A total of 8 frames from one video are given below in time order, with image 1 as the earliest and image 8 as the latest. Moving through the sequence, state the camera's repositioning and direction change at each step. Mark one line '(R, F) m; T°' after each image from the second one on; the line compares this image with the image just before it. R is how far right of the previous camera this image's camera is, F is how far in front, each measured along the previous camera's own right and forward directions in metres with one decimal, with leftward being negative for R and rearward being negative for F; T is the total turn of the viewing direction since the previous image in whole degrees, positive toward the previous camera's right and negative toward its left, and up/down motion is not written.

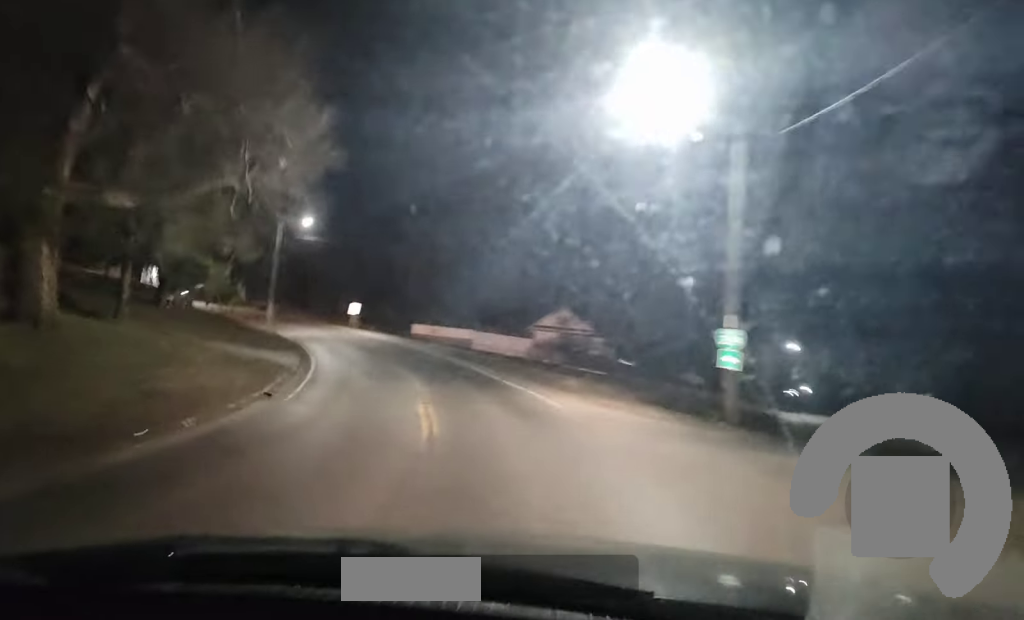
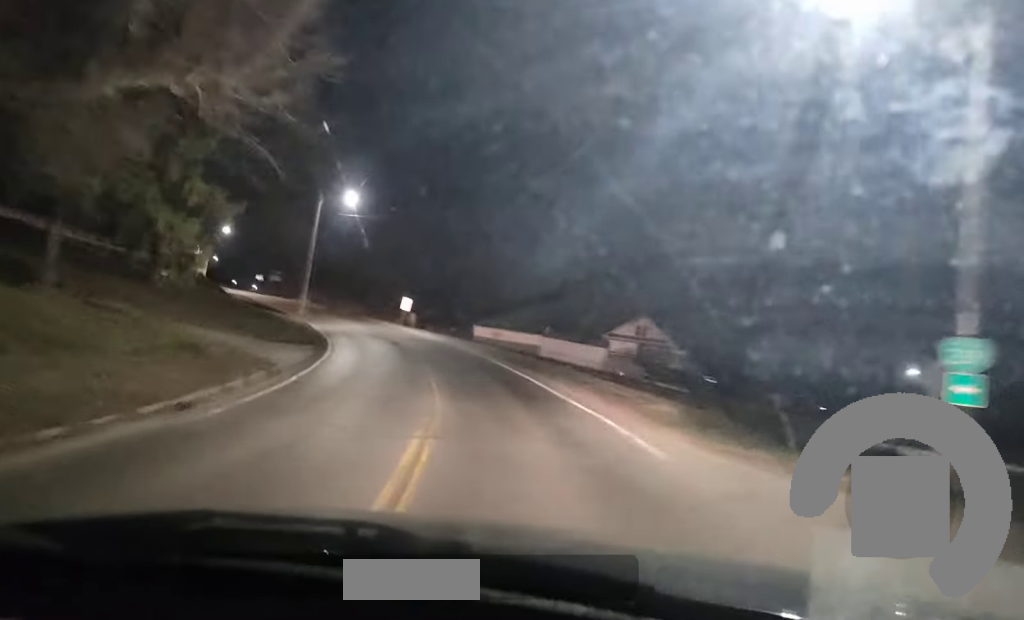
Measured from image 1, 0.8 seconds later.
(0.0, +9.5) m; 0°
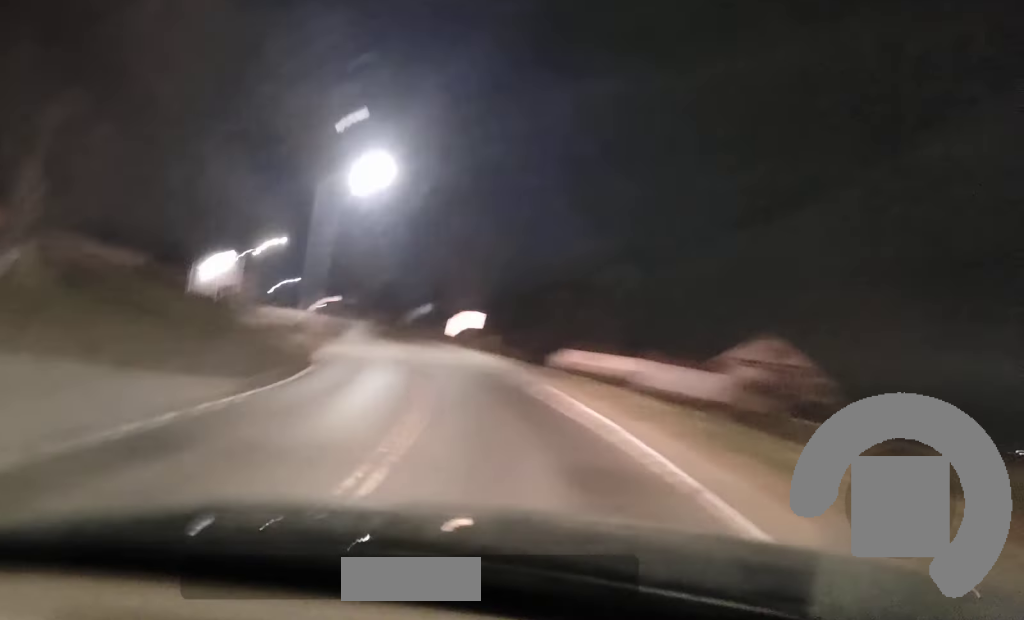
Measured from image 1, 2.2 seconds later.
(-0.7, +16.8) m; -8°
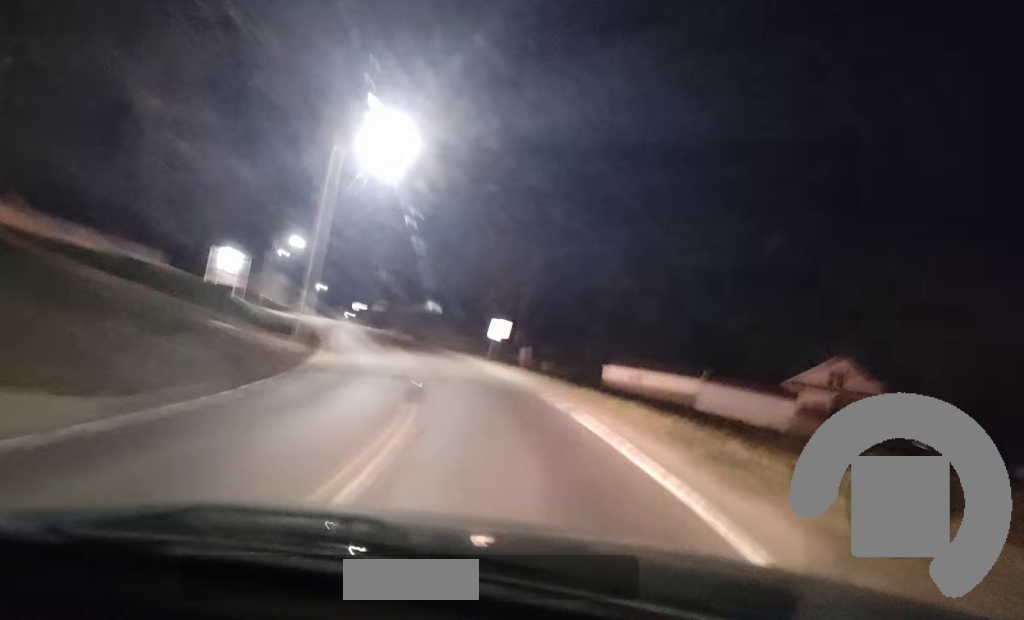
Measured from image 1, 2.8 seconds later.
(-0.3, +7.3) m; -5°
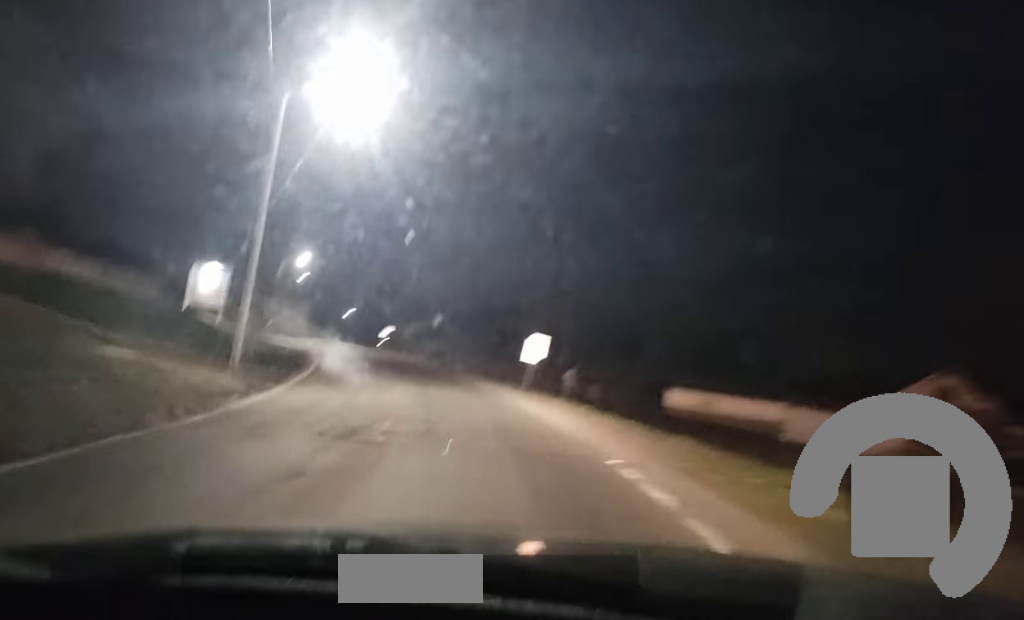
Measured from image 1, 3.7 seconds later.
(-0.5, +11.0) m; -4°
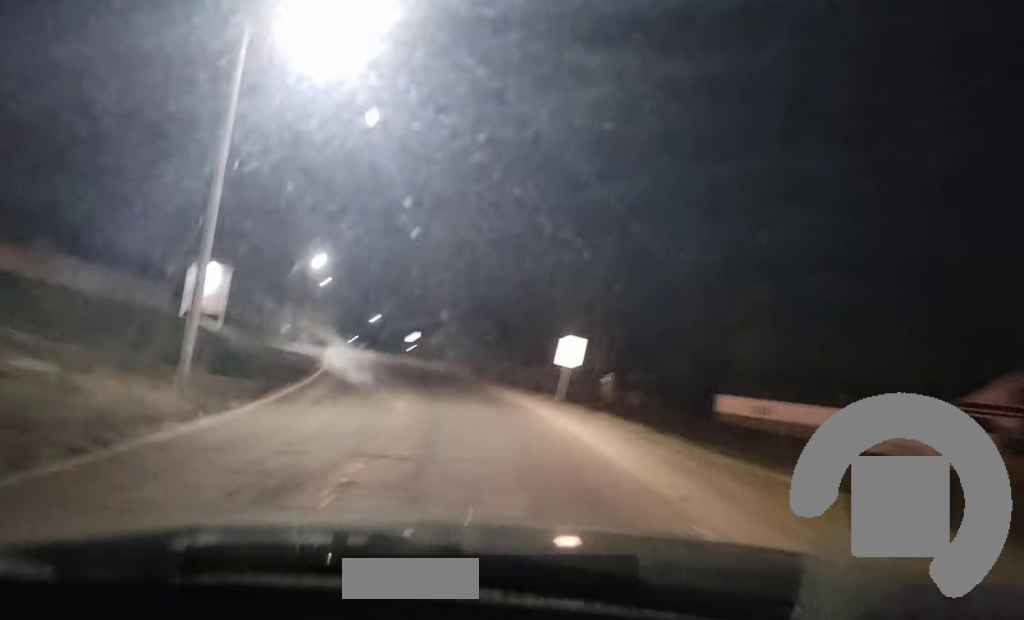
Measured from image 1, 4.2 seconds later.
(-0.1, +5.5) m; -2°
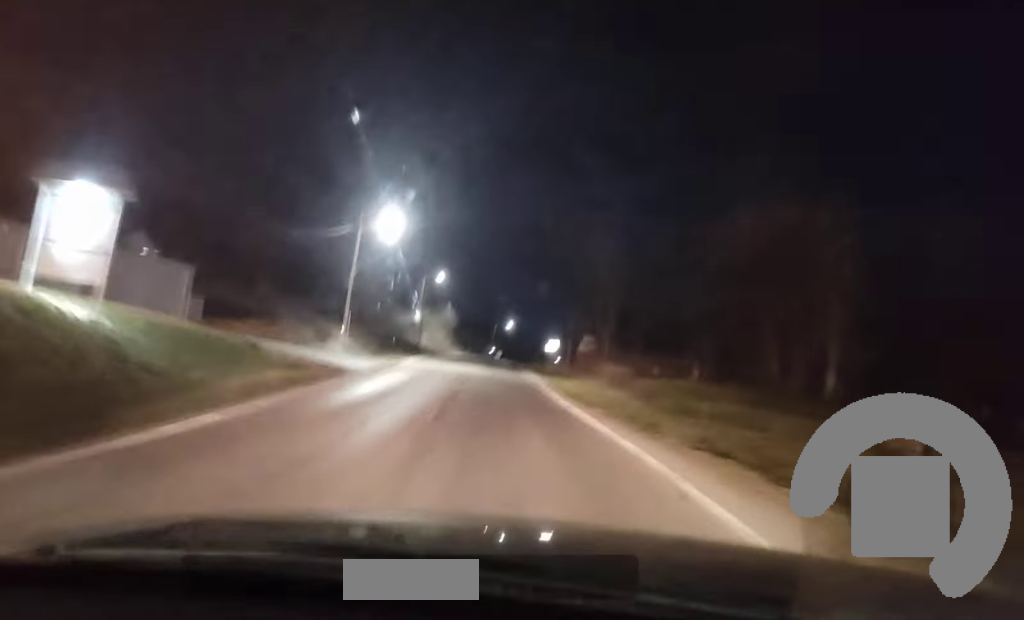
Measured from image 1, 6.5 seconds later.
(-2.8, +28.4) m; -10°
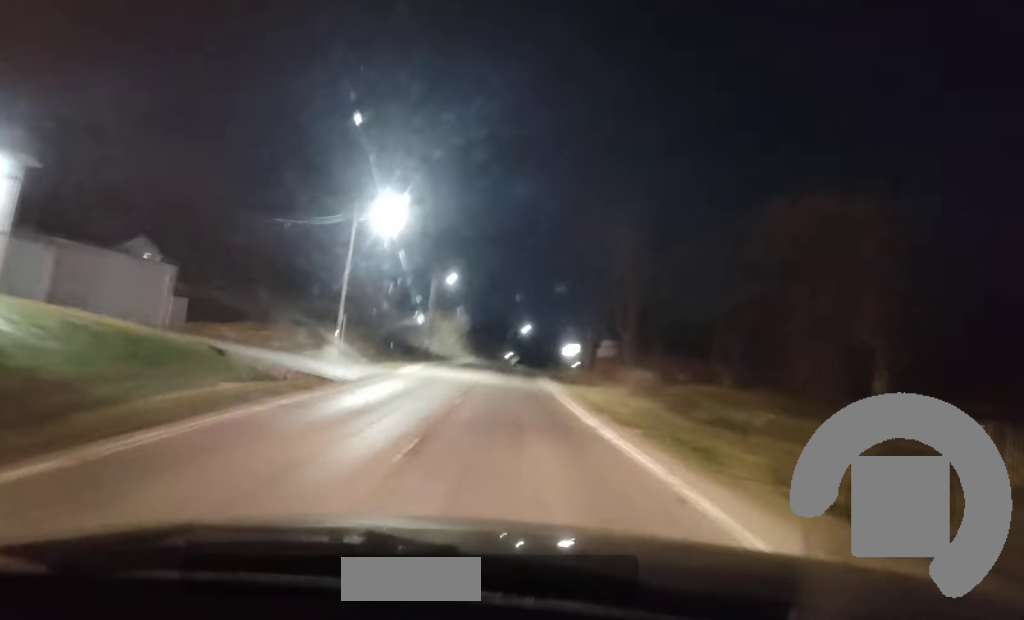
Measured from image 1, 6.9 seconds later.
(-0.1, +5.7) m; -1°
